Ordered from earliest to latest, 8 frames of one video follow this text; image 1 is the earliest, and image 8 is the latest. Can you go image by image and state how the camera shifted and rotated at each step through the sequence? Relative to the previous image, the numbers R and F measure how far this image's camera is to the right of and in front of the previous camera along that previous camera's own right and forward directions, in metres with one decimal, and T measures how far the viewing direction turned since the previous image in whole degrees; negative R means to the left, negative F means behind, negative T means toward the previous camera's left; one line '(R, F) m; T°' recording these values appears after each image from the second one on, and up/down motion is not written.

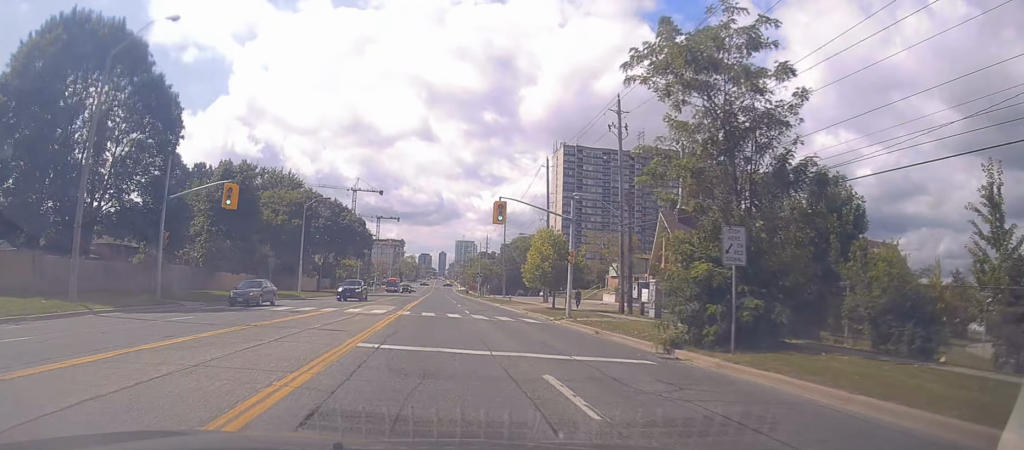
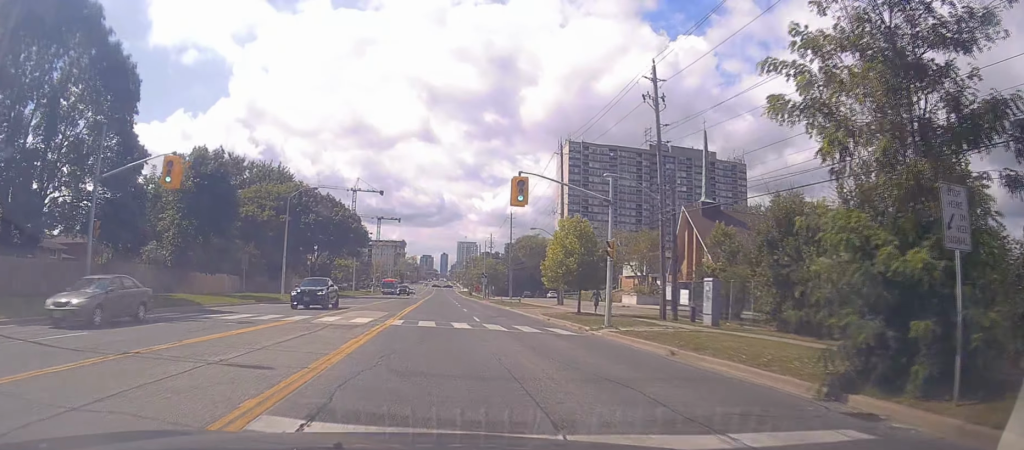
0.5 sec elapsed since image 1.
(0.0, +6.9) m; 0°
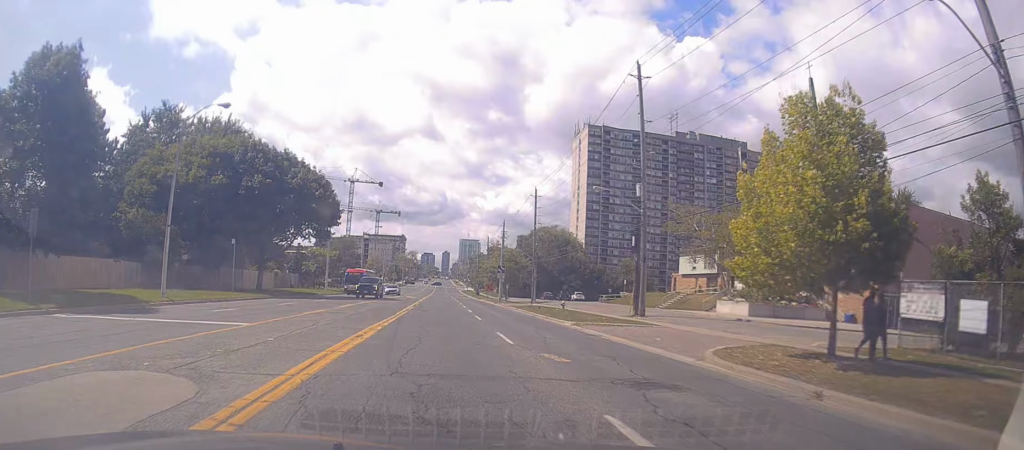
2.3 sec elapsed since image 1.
(-0.5, +23.3) m; 0°
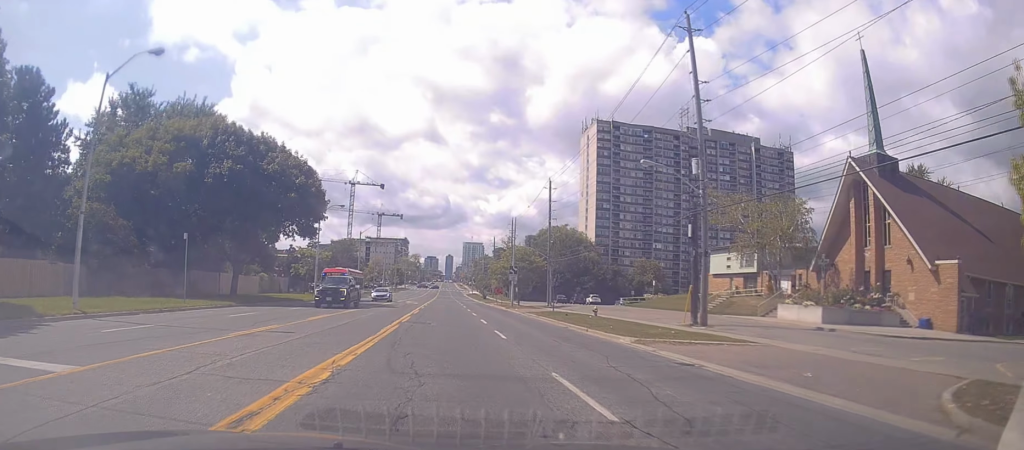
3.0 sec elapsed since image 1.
(+0.2, +8.0) m; 0°
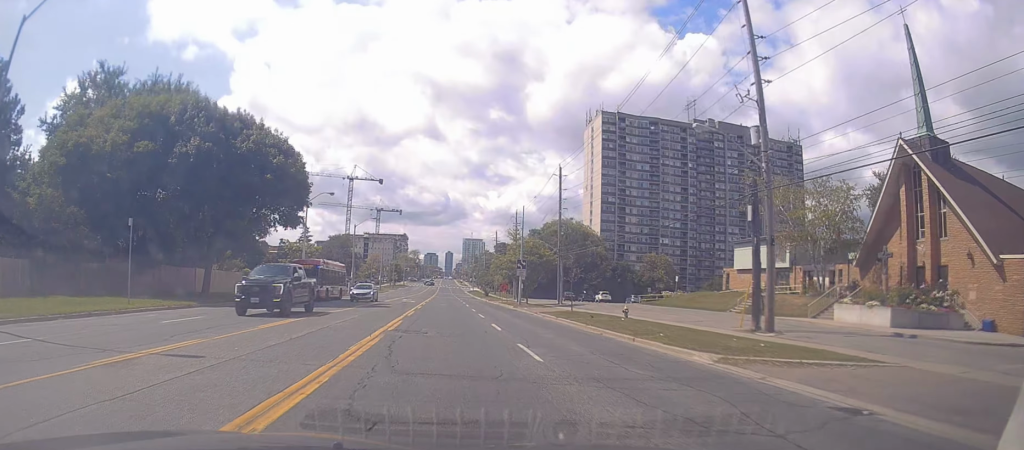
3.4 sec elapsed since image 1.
(0.0, +5.9) m; 0°
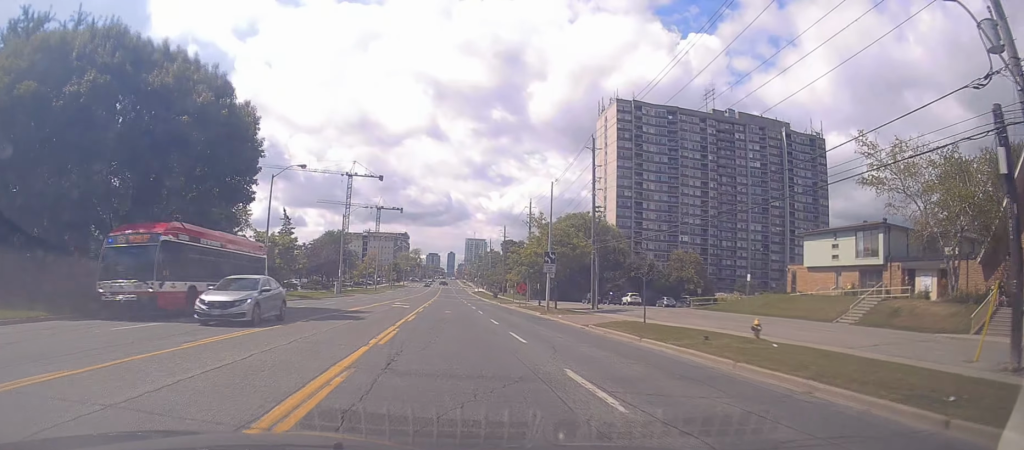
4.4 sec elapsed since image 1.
(-0.2, +12.7) m; 0°
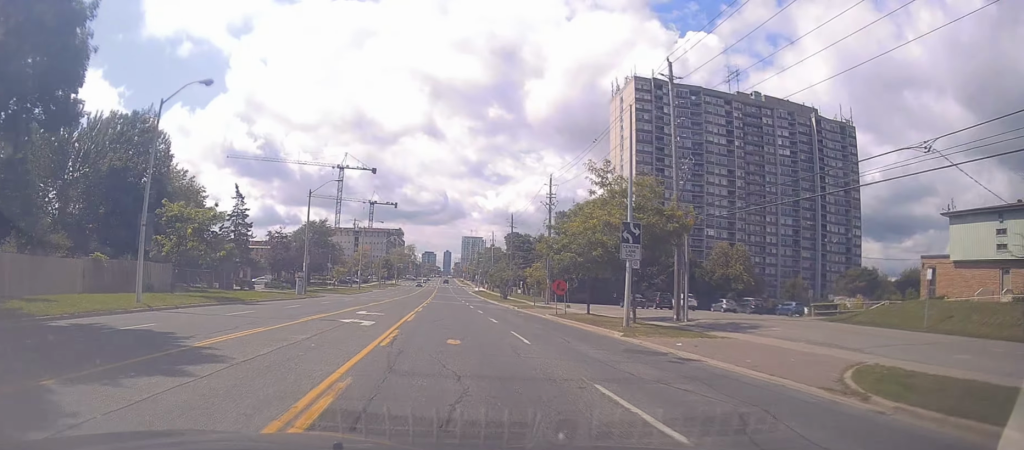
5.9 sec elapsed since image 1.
(-0.2, +18.5) m; -1°
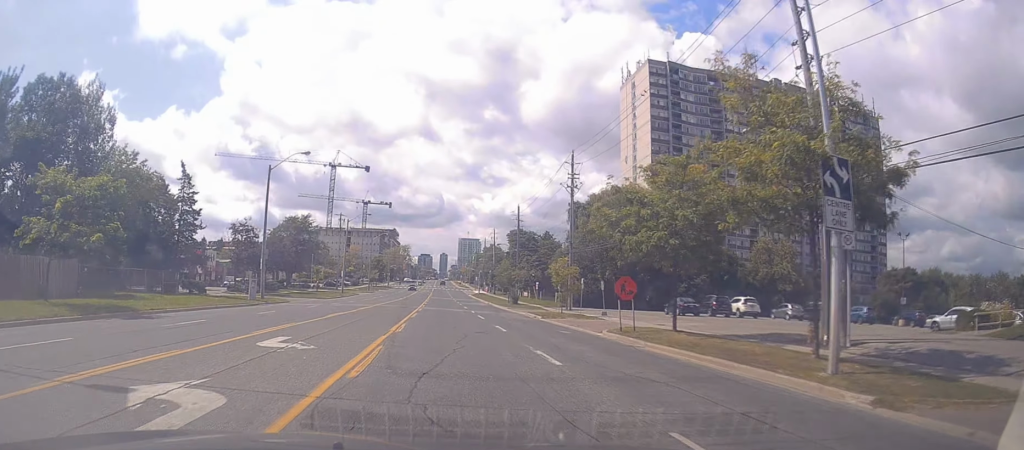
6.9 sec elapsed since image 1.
(+0.2, +13.4) m; +1°
